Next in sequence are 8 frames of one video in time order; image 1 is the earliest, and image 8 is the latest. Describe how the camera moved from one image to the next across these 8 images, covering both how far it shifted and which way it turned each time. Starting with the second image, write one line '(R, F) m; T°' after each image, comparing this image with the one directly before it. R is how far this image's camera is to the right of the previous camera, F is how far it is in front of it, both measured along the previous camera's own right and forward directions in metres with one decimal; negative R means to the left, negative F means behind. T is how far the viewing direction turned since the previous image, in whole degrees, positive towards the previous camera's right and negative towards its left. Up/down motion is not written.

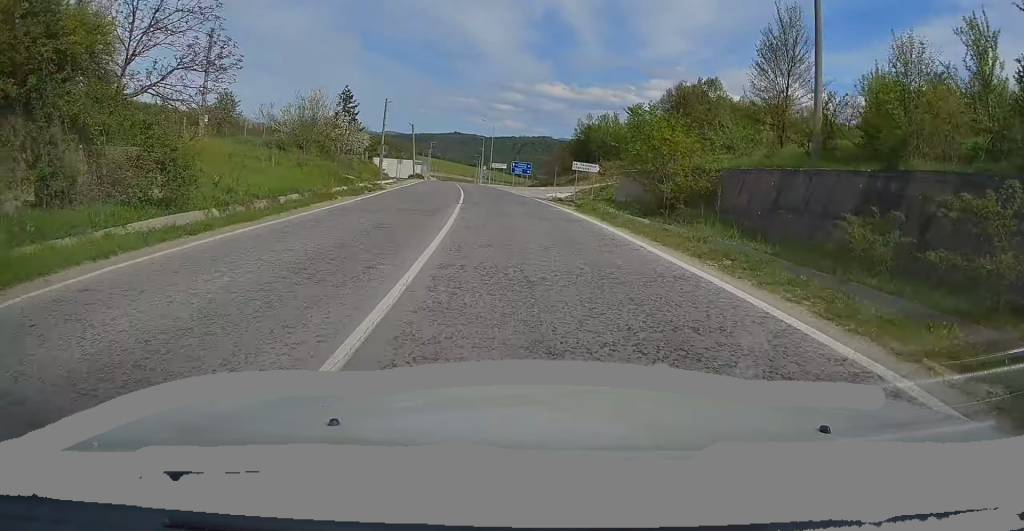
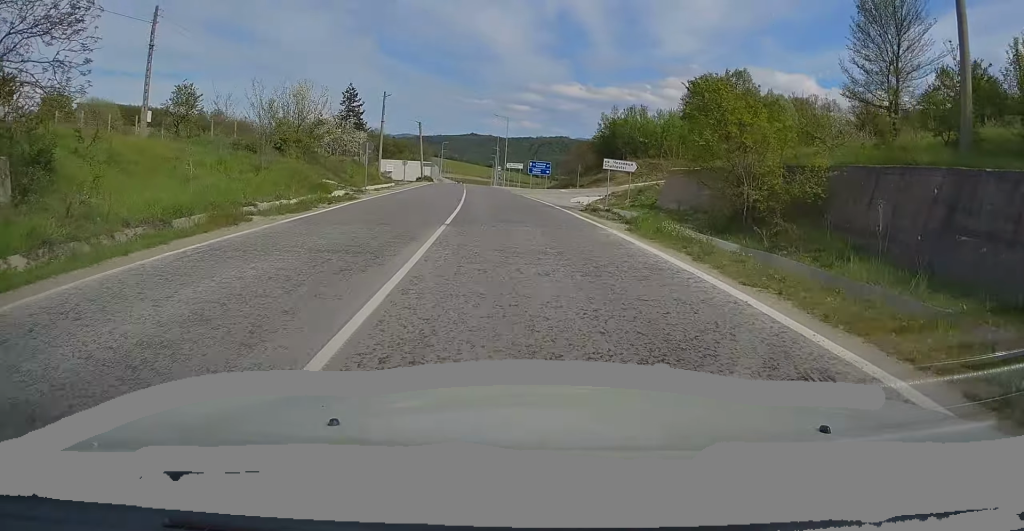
(-0.2, +8.6) m; -2°
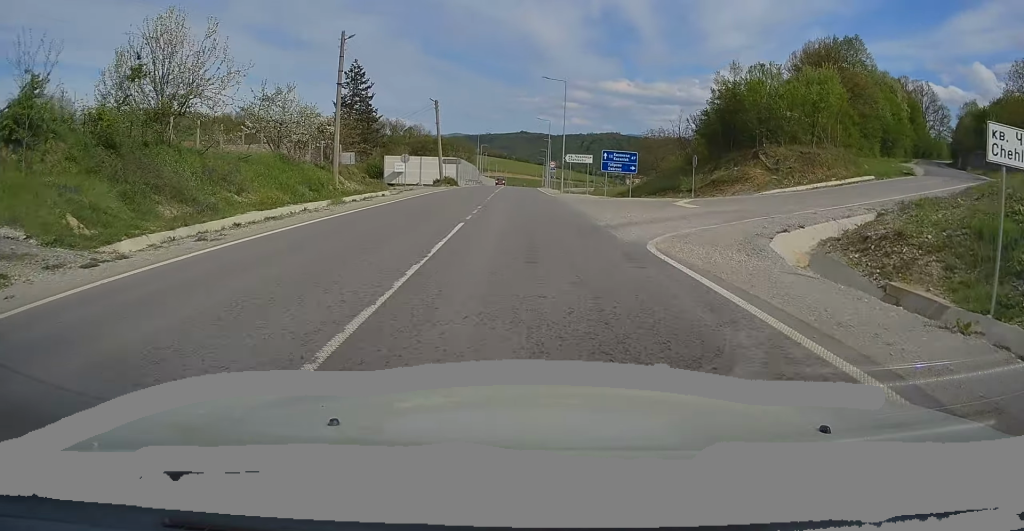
(-1.2, +28.4) m; -3°
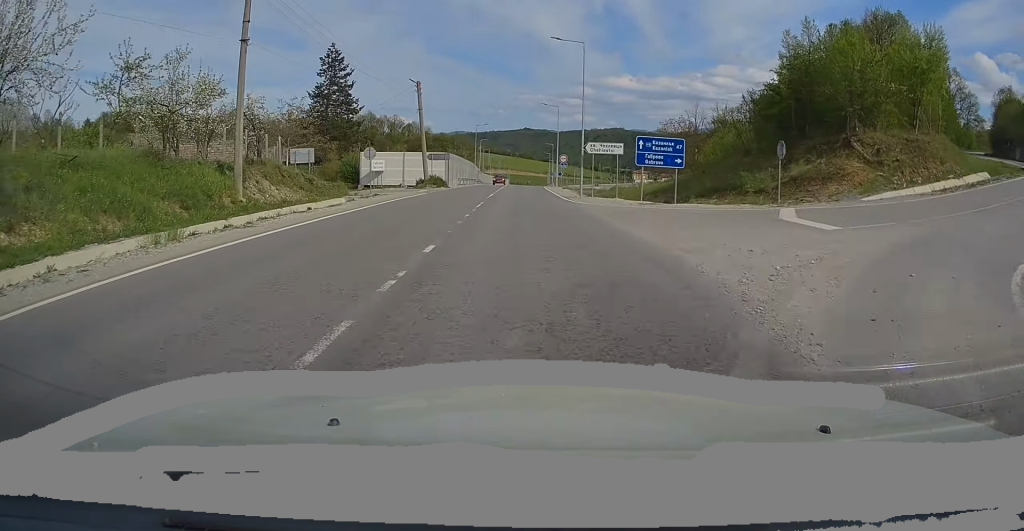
(0.0, +12.5) m; 0°
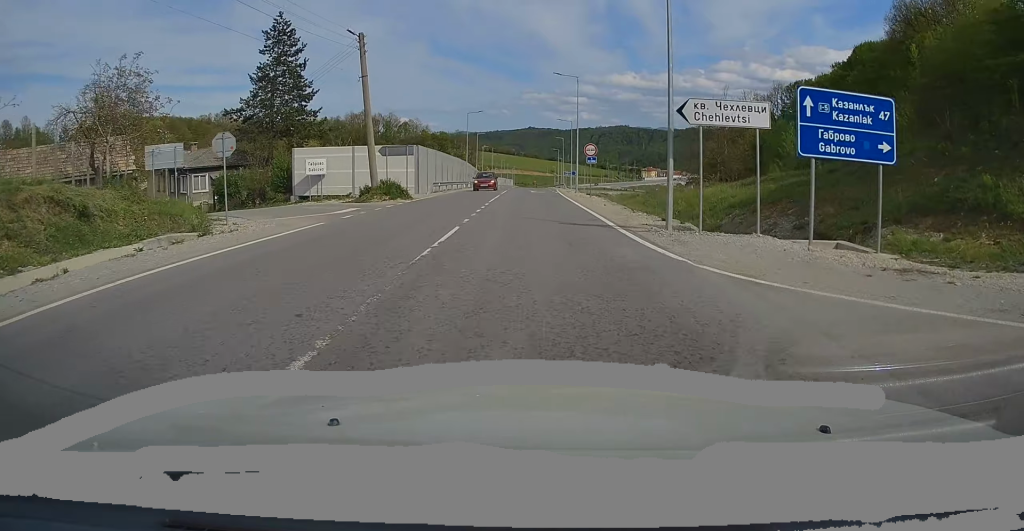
(-0.1, +19.2) m; -1°
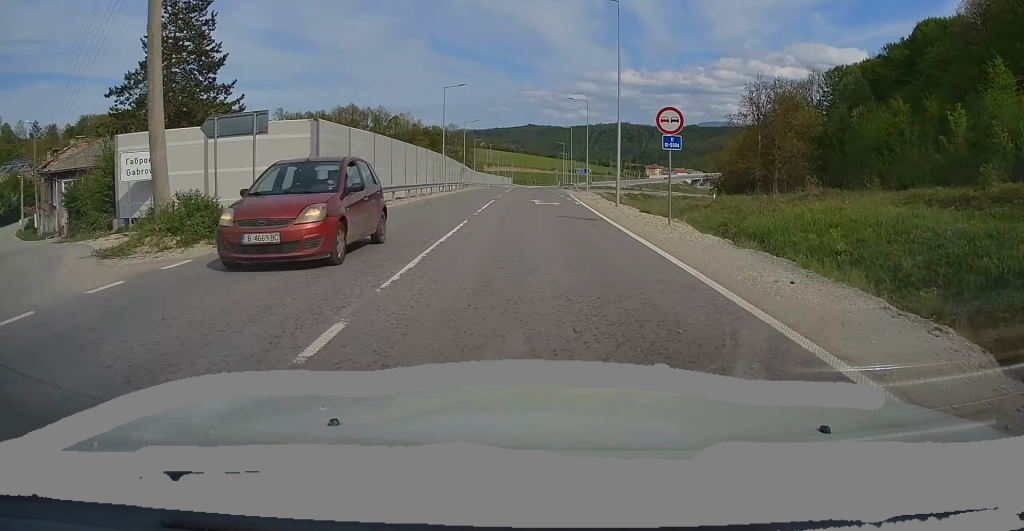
(-0.1, +19.7) m; 0°
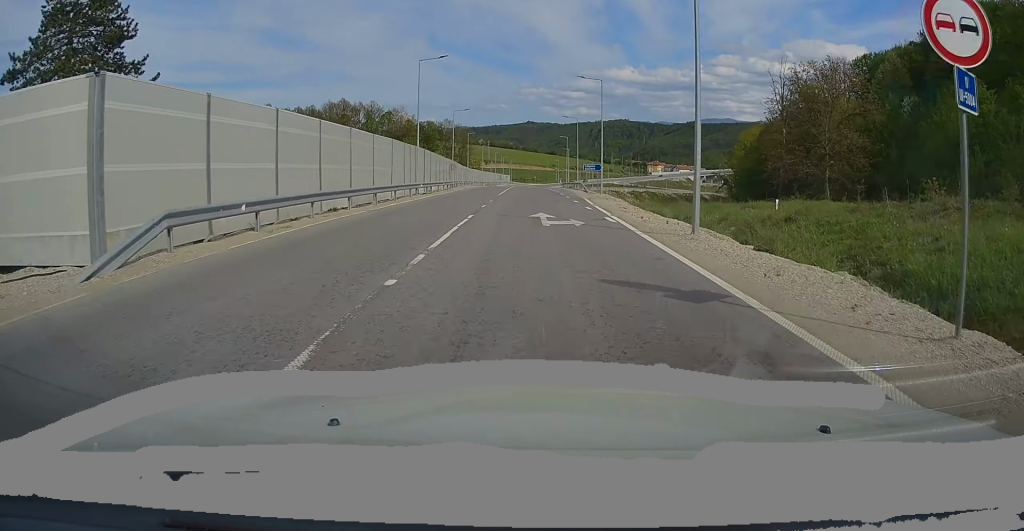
(0.0, +11.5) m; +1°
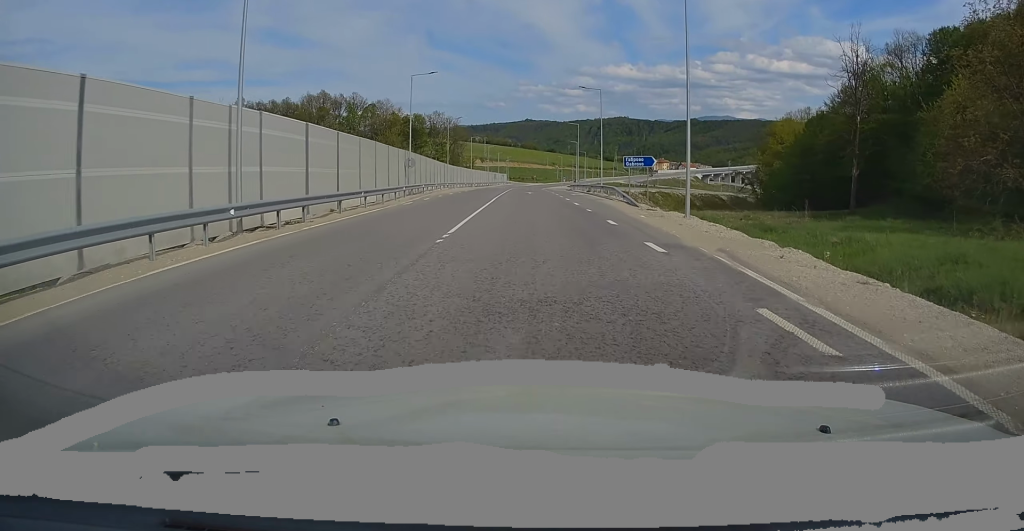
(+0.2, +24.4) m; 0°
